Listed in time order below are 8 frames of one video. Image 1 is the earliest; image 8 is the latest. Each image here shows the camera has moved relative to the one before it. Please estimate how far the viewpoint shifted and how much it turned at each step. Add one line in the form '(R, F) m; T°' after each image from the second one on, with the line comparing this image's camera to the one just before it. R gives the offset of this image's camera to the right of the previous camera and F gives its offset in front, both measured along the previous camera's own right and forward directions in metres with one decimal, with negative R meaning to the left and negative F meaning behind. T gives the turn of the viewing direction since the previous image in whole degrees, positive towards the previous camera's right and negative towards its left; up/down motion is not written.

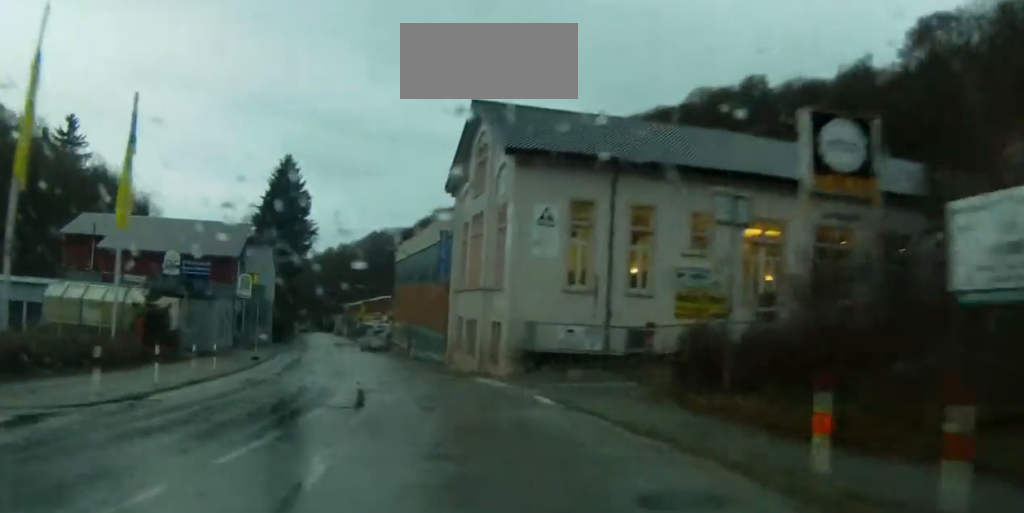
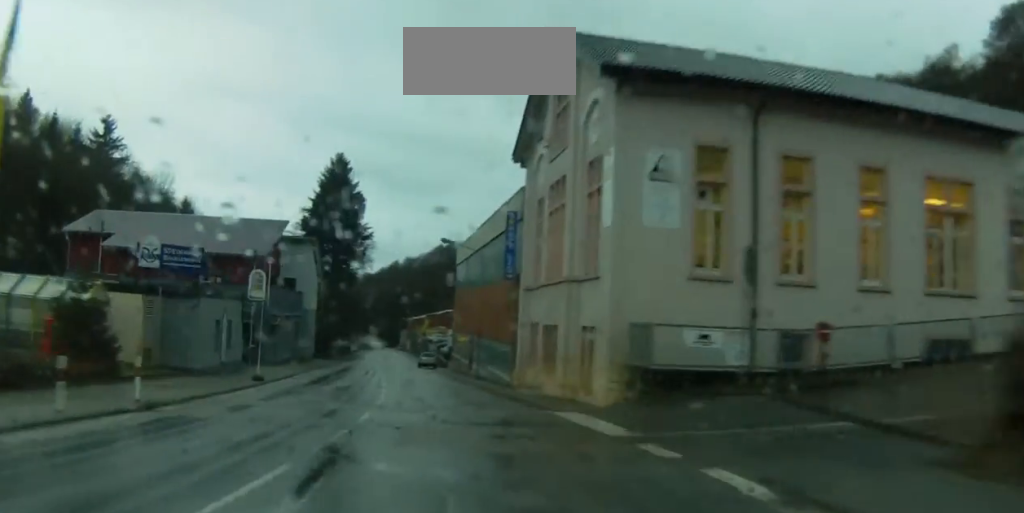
(-0.2, +11.3) m; -4°
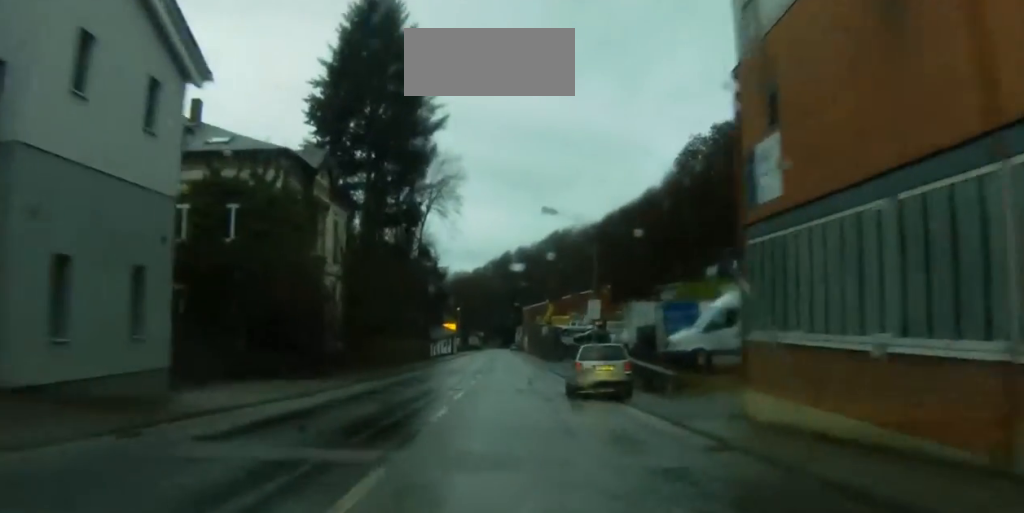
(-7.0, +57.9) m; -8°
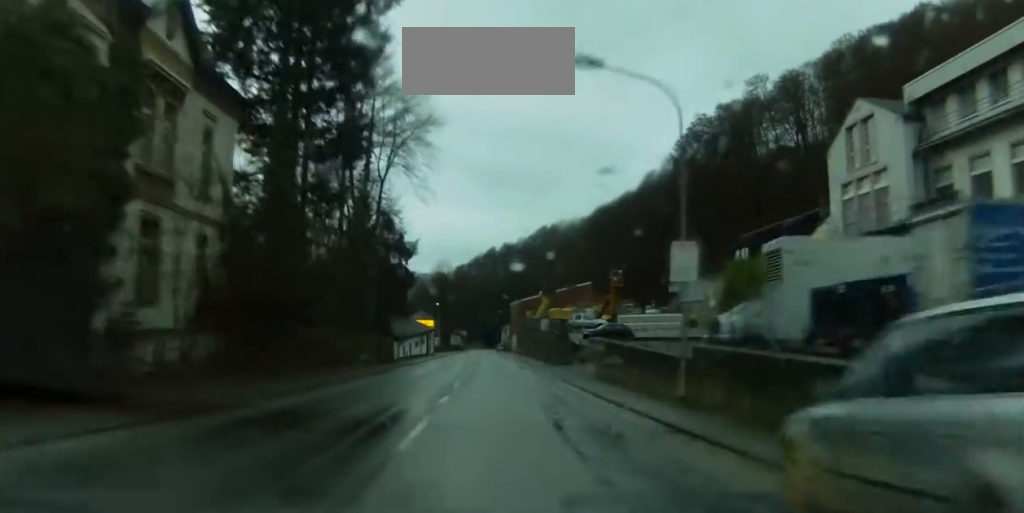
(-0.1, +21.5) m; +1°
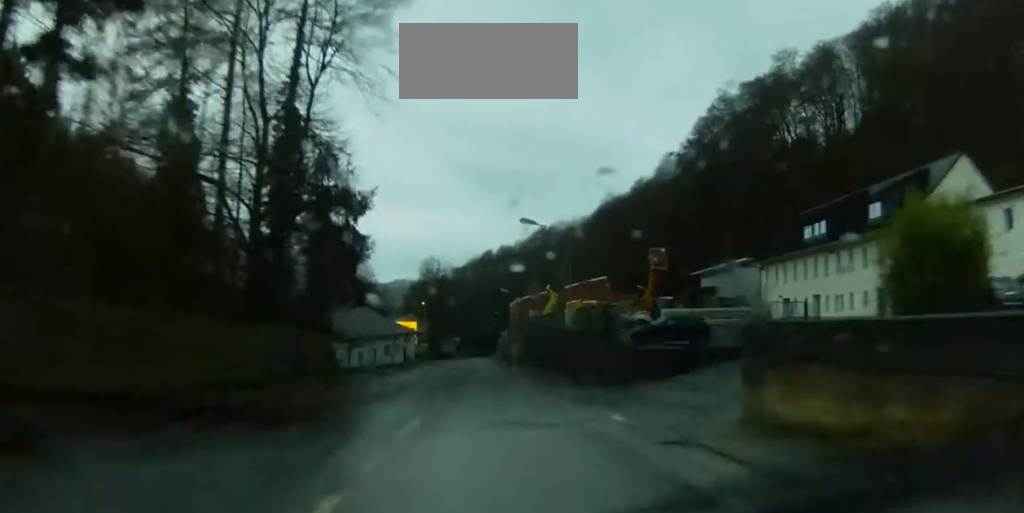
(+0.7, +25.0) m; +1°
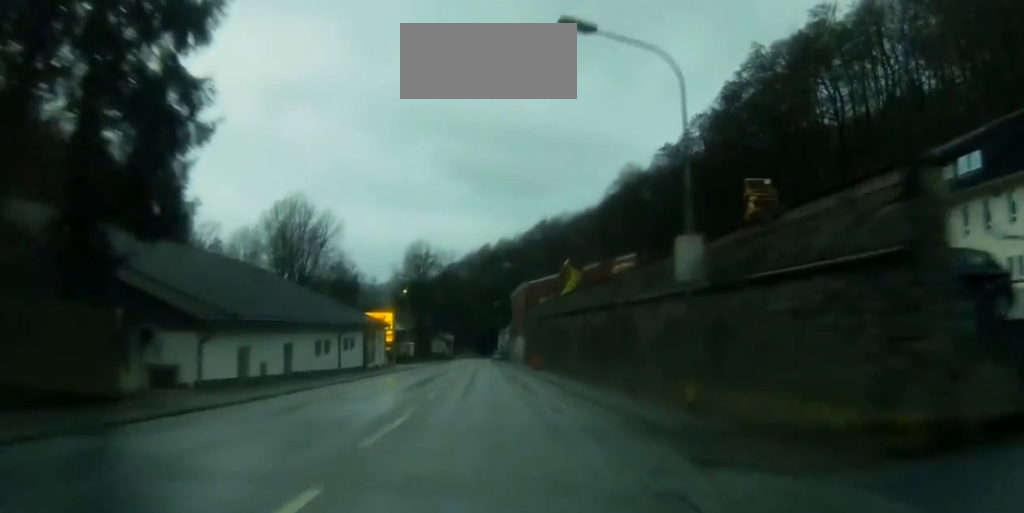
(-0.3, +26.6) m; -1°
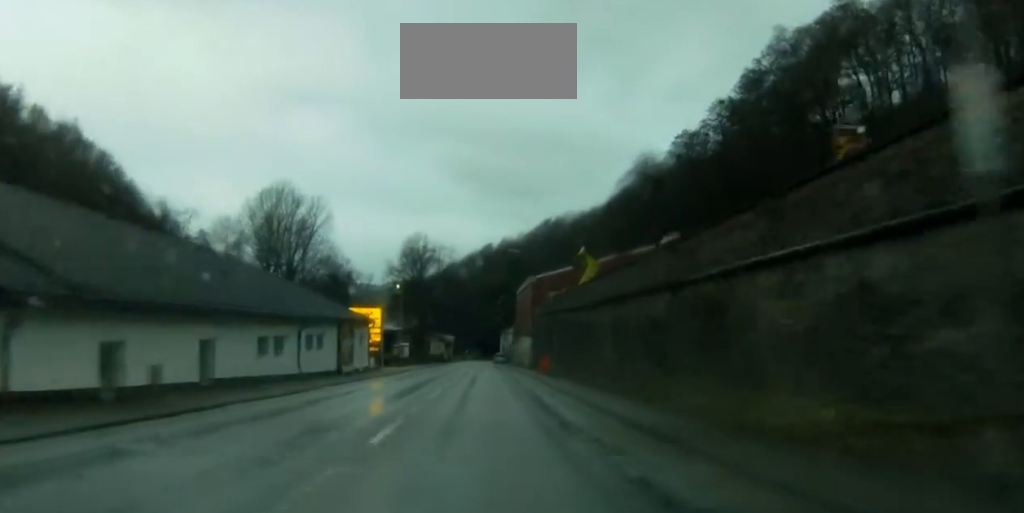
(0.0, +11.3) m; 0°
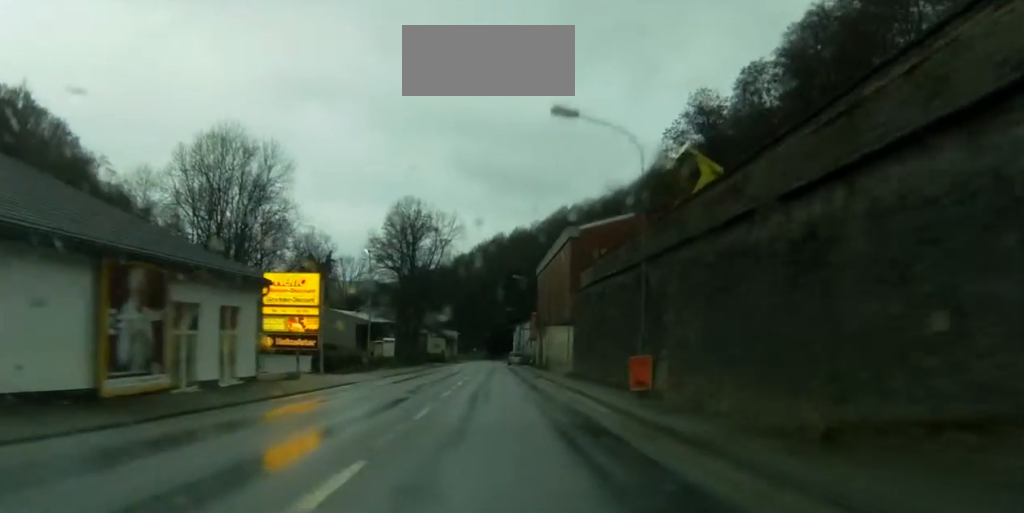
(-0.2, +33.0) m; -1°
